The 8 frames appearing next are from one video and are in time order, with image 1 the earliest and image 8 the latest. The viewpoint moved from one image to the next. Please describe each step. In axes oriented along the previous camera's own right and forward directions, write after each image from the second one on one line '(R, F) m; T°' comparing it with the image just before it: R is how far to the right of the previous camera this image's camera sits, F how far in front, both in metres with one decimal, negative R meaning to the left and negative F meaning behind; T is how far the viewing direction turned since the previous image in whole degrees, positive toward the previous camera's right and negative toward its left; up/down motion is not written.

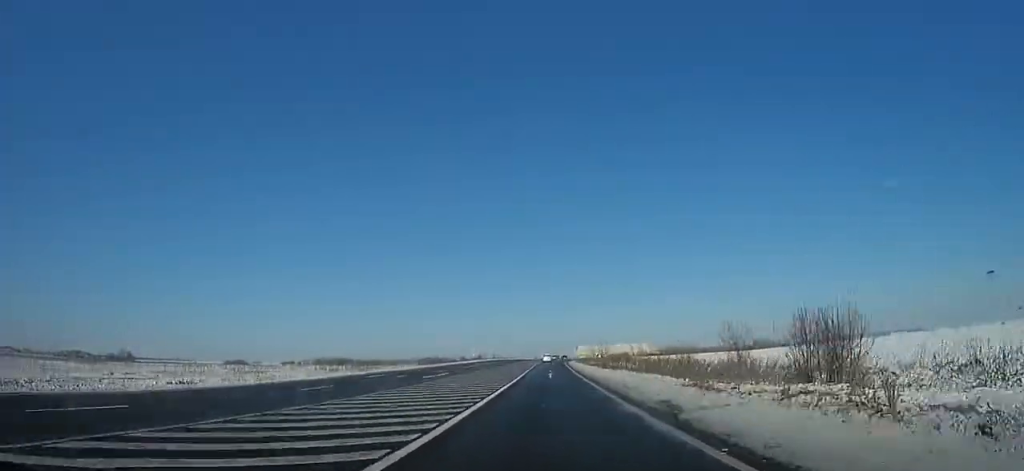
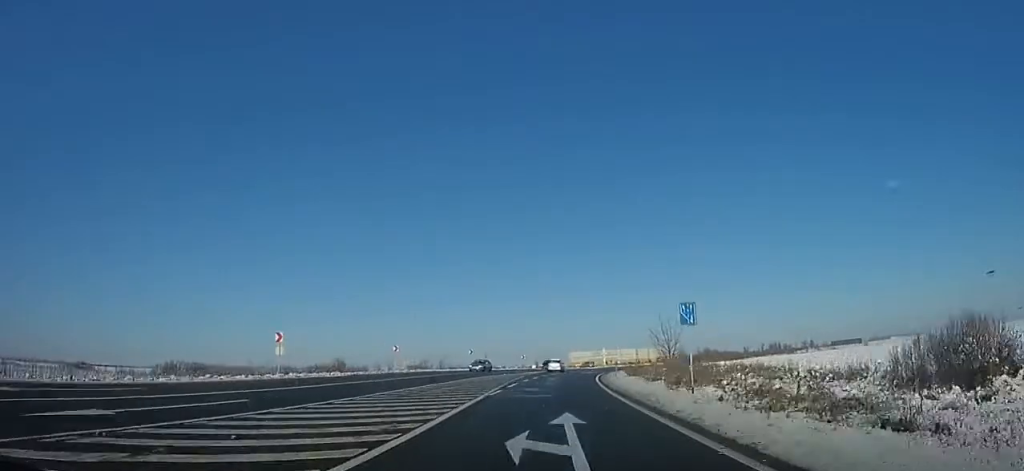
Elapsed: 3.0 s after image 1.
(+1.2, +69.1) m; +2°
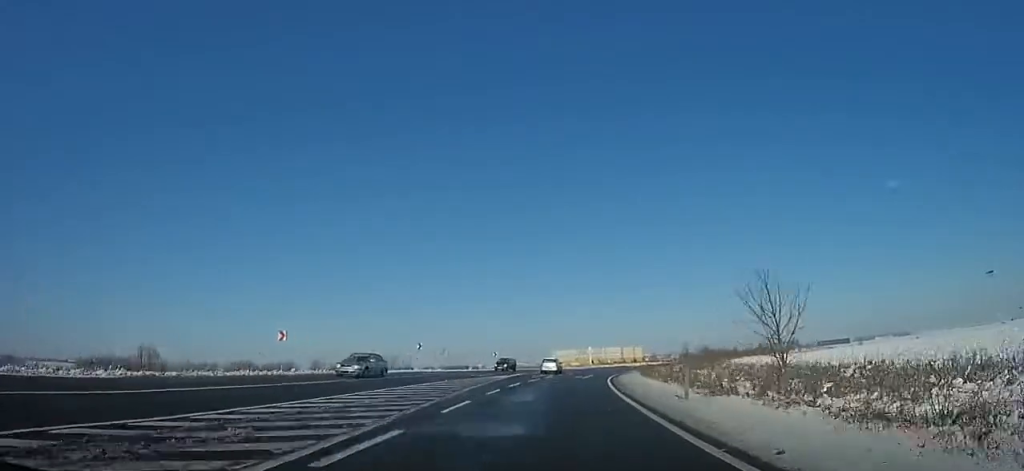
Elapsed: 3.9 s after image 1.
(-0.1, +19.5) m; +3°
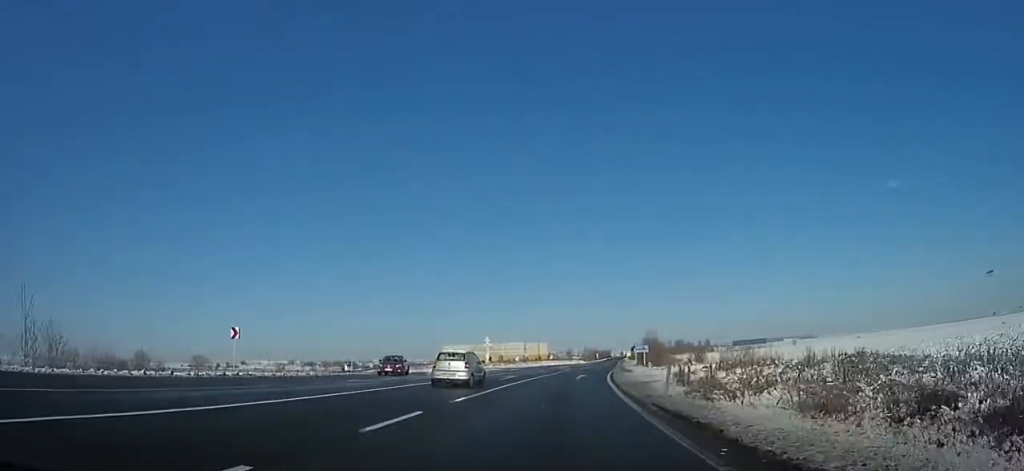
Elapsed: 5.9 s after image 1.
(+3.0, +49.4) m; +9°
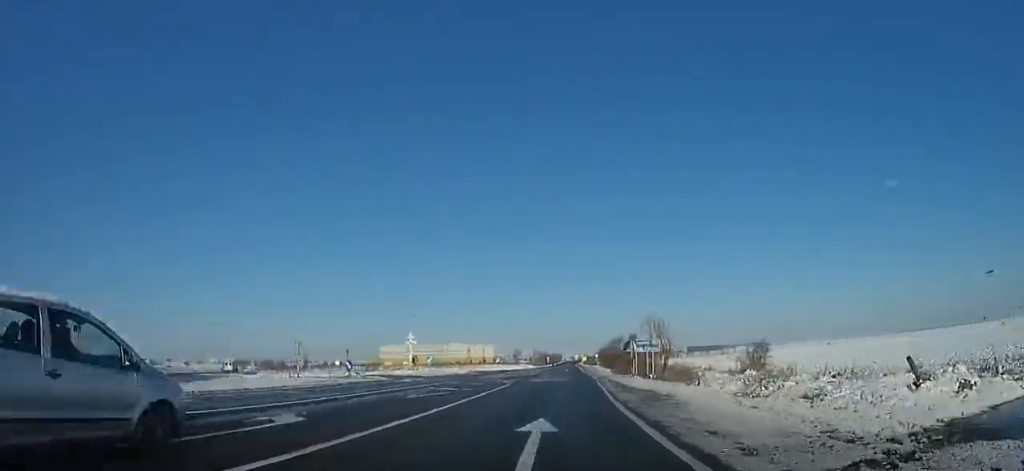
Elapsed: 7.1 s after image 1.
(+1.4, +29.4) m; +5°
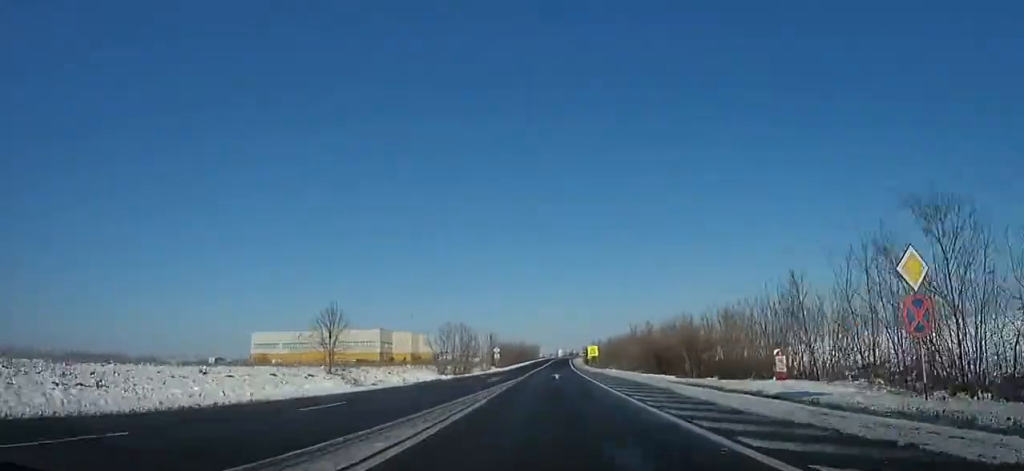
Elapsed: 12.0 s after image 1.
(+6.1, +130.0) m; +4°
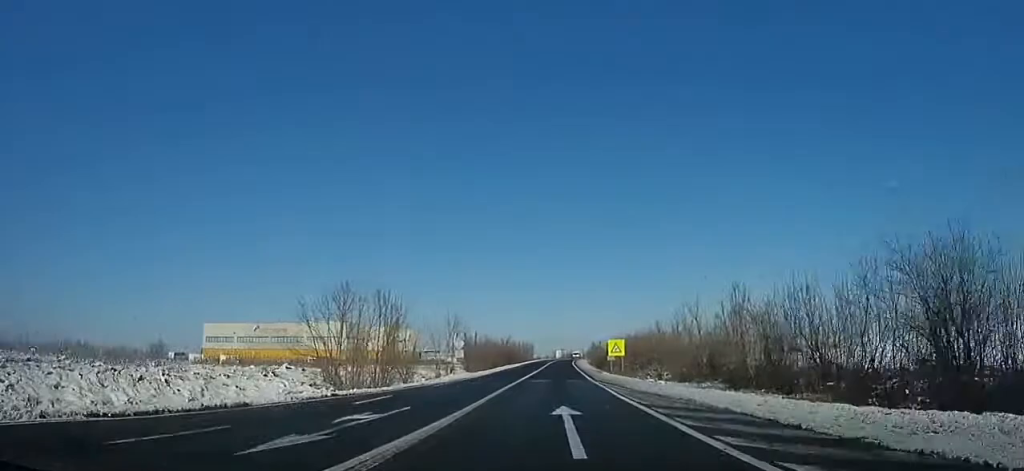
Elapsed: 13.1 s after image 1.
(+0.1, +18.9) m; +1°
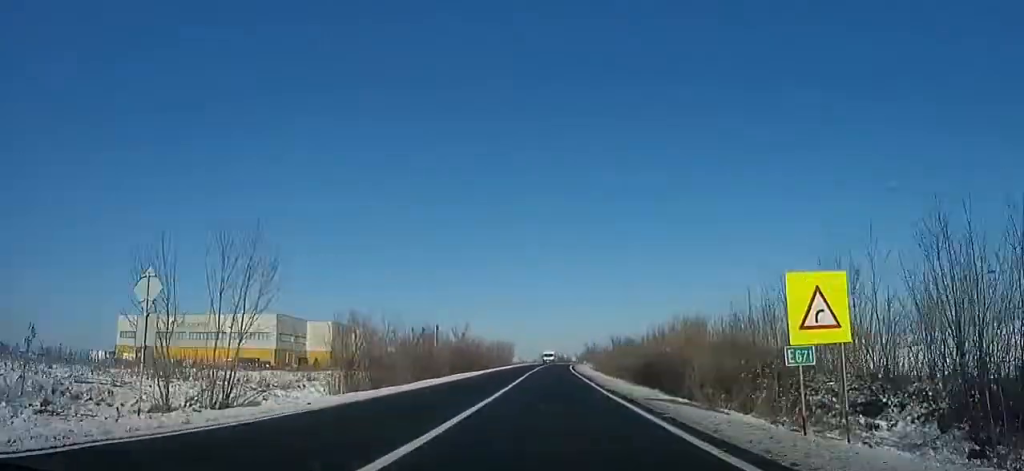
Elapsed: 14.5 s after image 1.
(+0.2, +26.4) m; +1°
